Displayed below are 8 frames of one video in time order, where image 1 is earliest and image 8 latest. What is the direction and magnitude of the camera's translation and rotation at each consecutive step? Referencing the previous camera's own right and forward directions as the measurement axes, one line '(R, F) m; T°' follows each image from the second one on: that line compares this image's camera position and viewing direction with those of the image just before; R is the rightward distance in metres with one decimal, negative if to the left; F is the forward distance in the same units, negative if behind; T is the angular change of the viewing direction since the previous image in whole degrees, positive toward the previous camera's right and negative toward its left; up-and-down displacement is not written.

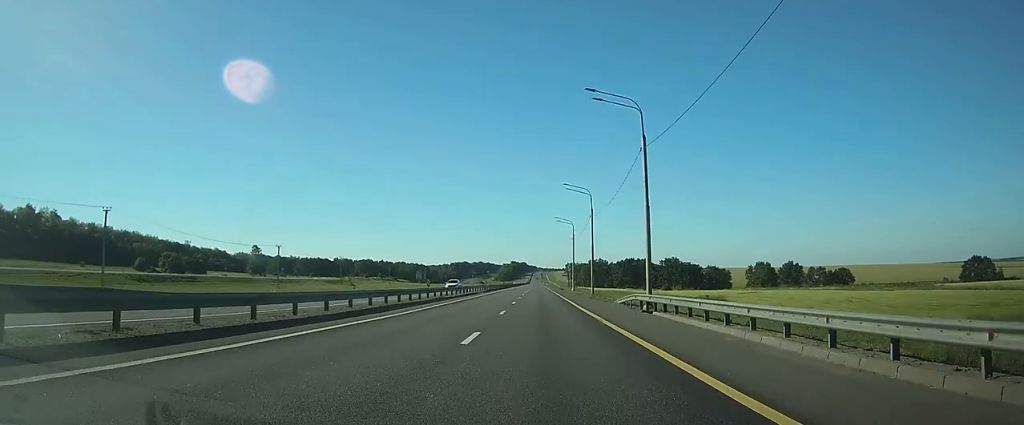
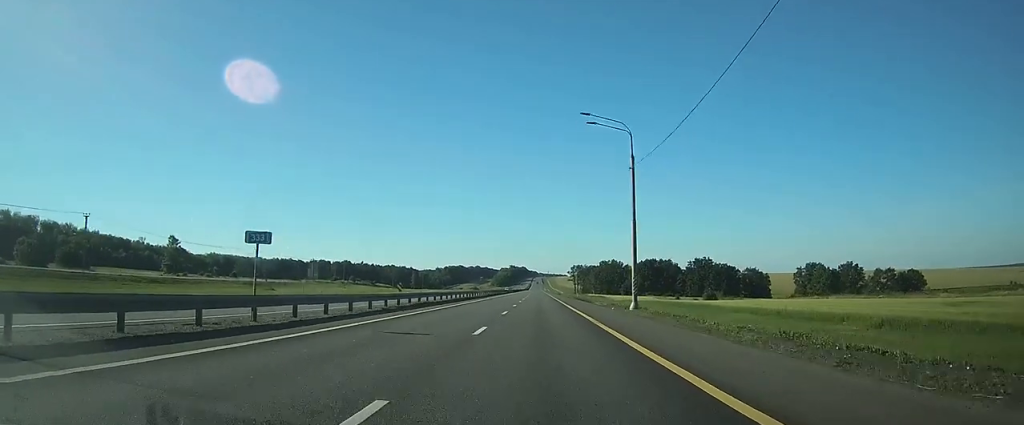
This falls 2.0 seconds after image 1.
(+0.1, +56.8) m; 0°
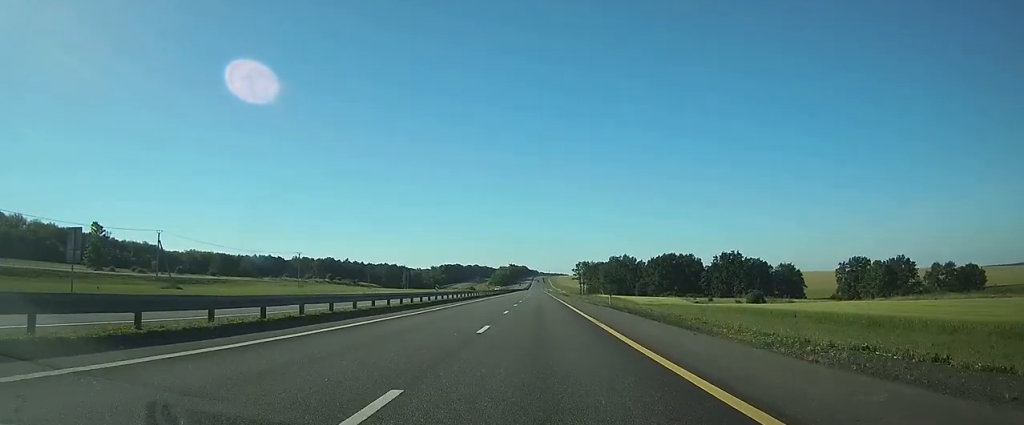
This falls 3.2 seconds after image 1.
(-0.1, +35.6) m; 0°
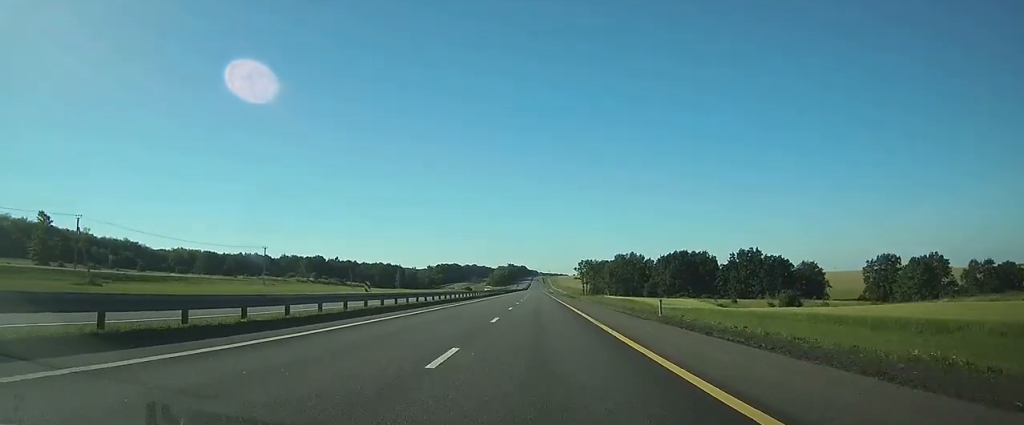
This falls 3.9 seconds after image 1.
(0.0, +19.2) m; 0°
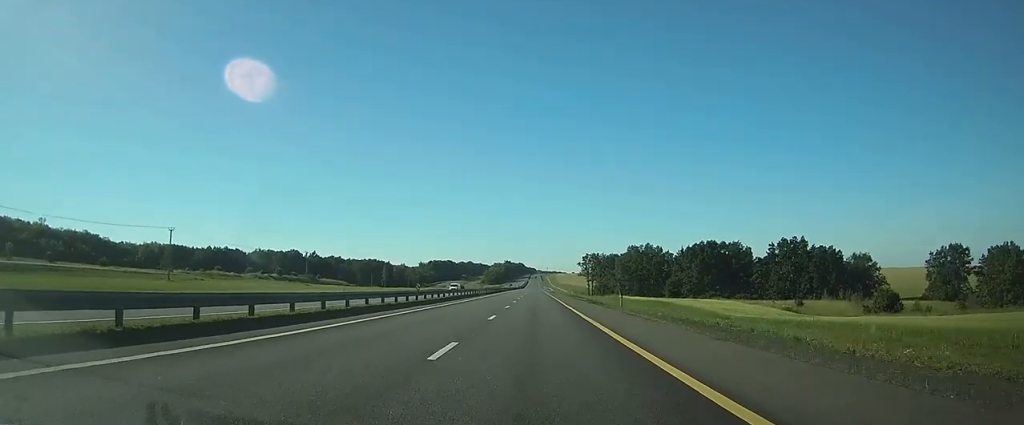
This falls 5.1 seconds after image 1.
(0.0, +35.5) m; 0°
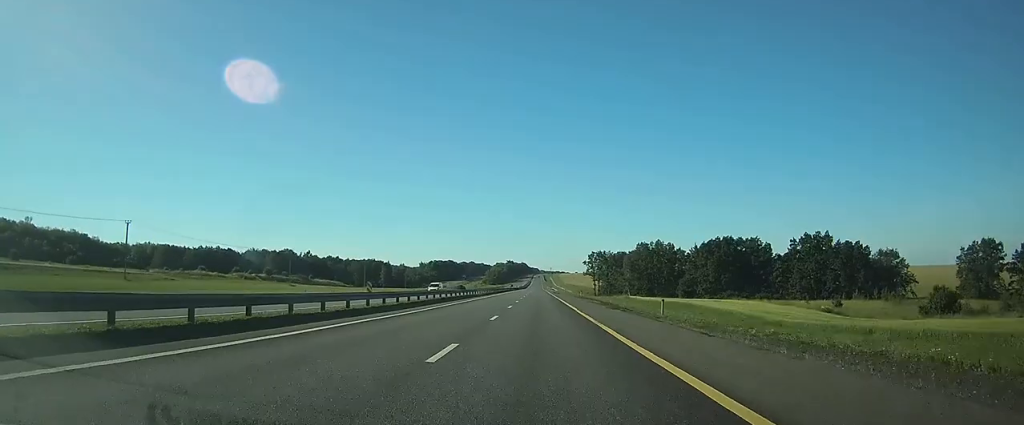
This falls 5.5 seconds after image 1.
(0.0, +12.4) m; 0°
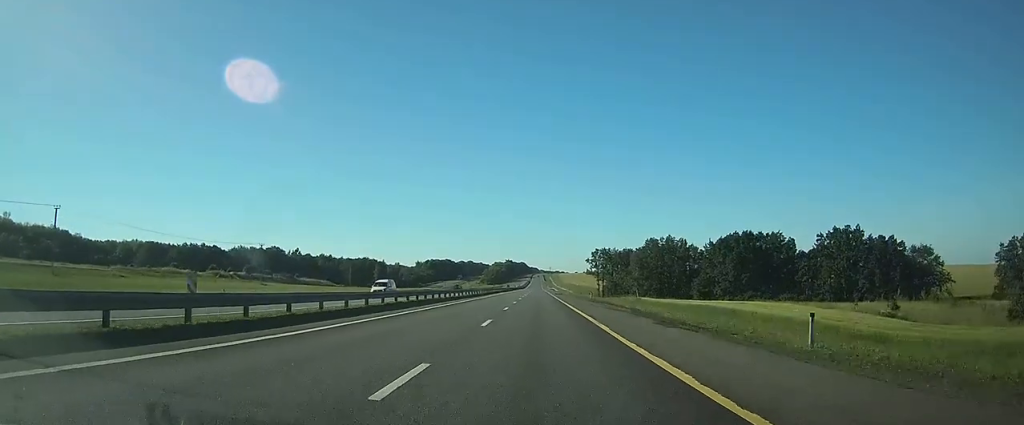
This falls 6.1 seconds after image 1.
(0.0, +15.3) m; 0°
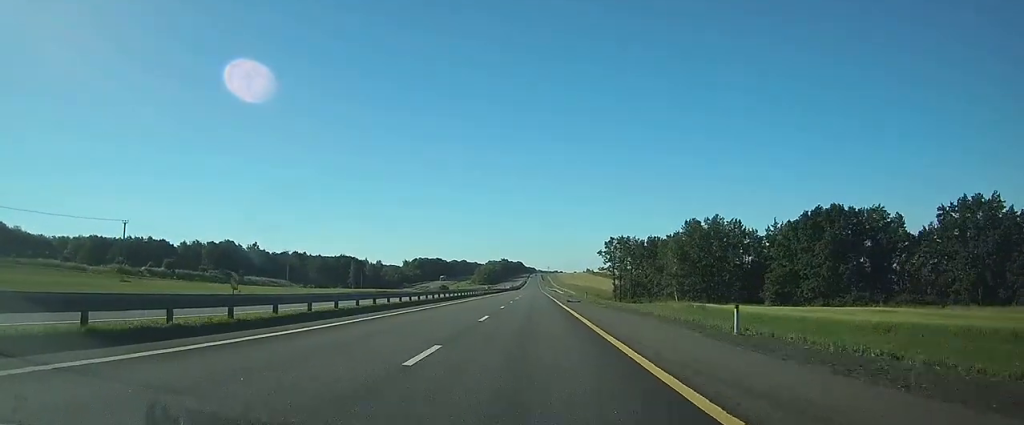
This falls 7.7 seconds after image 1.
(+0.1, +45.7) m; 0°
